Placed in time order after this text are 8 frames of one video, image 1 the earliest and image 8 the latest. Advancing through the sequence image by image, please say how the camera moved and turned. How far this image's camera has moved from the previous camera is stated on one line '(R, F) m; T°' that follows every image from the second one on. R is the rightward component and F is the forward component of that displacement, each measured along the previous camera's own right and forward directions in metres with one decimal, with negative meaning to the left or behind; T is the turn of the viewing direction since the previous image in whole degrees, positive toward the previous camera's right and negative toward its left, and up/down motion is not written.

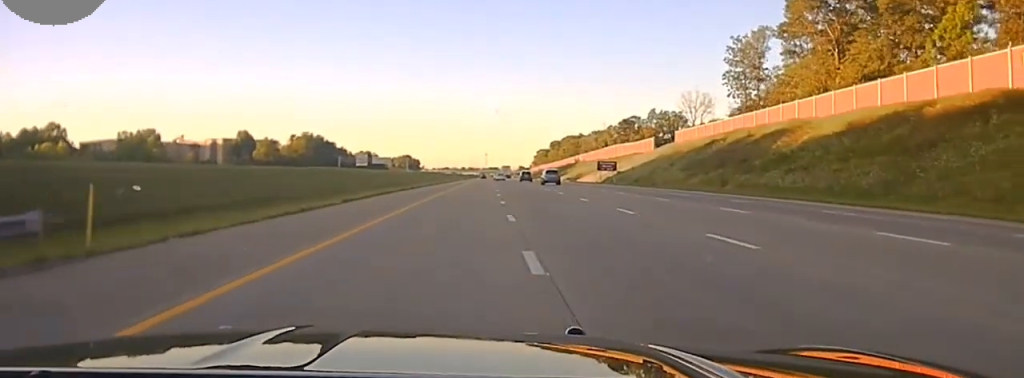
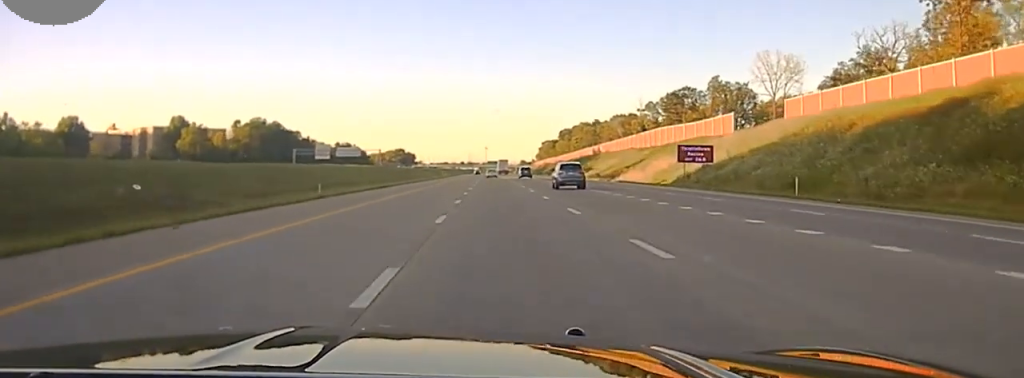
(0.0, +88.1) m; 0°
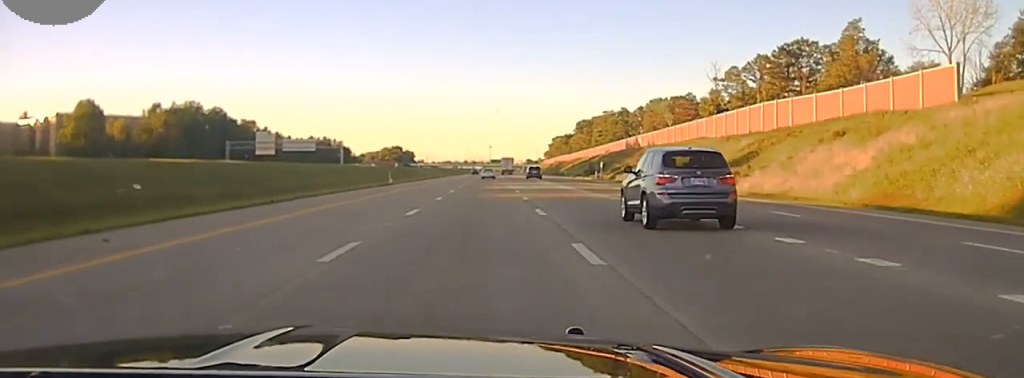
(-0.7, +84.3) m; -1°
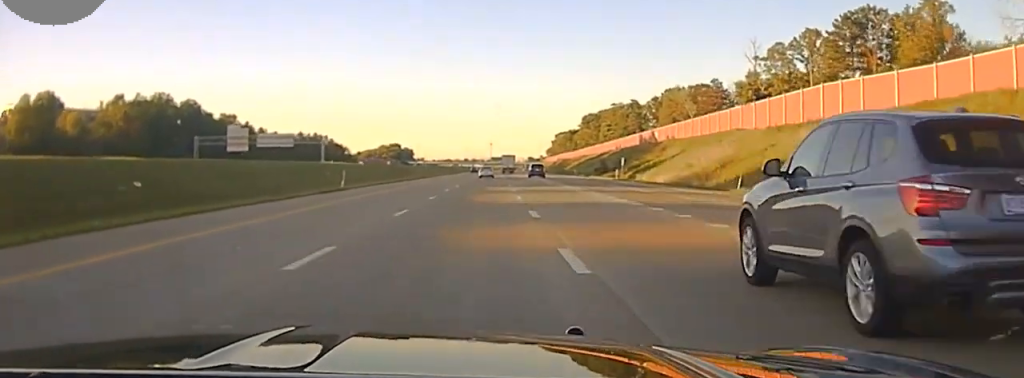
(0.0, +24.4) m; 0°
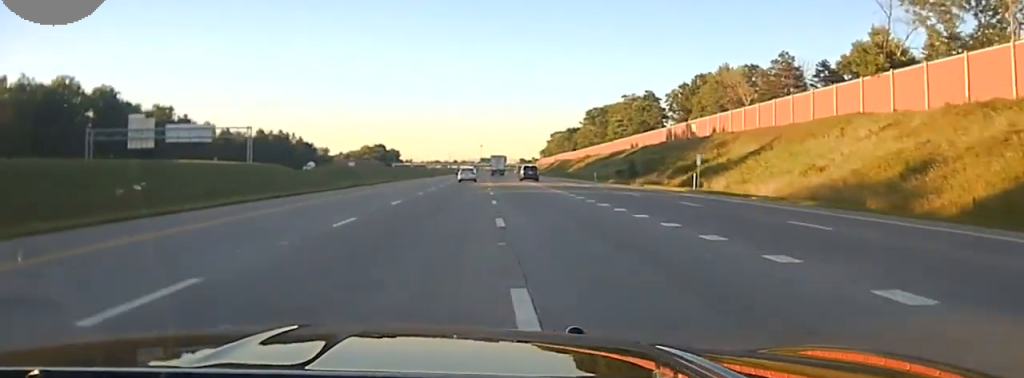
(+0.2, +53.0) m; 0°
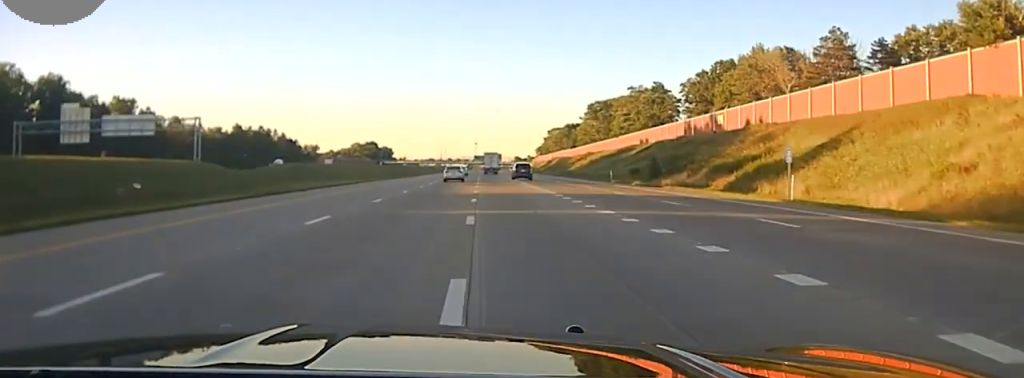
(0.0, +25.1) m; 0°
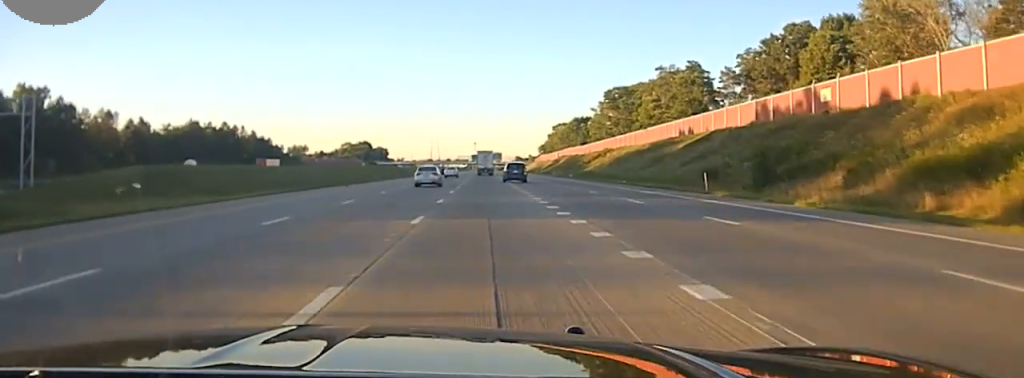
(+0.4, +52.7) m; 0°
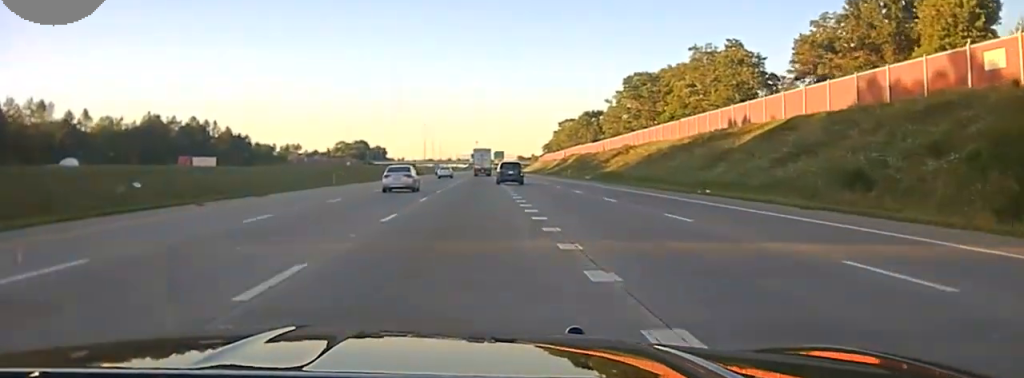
(-0.1, +38.0) m; 0°
